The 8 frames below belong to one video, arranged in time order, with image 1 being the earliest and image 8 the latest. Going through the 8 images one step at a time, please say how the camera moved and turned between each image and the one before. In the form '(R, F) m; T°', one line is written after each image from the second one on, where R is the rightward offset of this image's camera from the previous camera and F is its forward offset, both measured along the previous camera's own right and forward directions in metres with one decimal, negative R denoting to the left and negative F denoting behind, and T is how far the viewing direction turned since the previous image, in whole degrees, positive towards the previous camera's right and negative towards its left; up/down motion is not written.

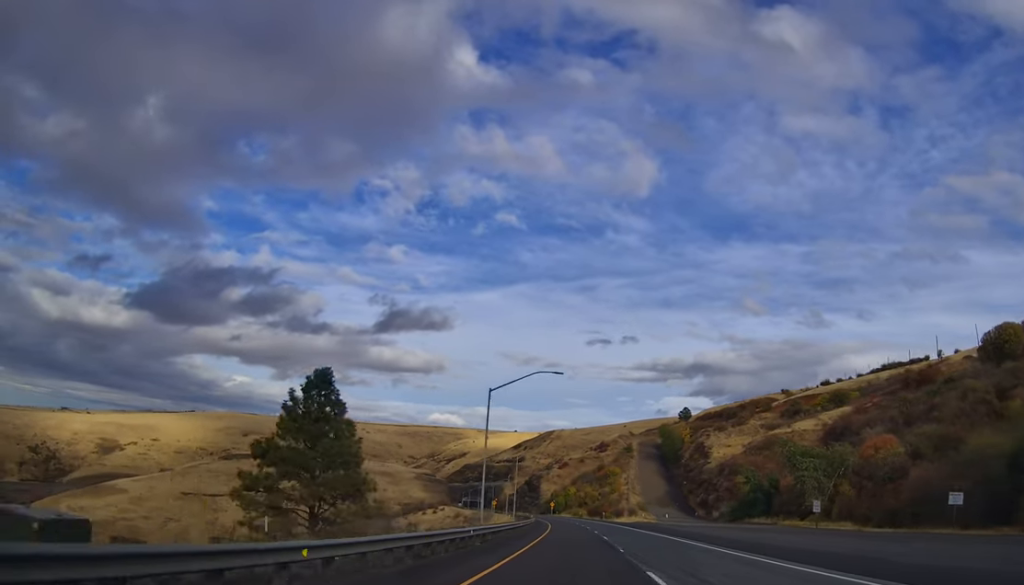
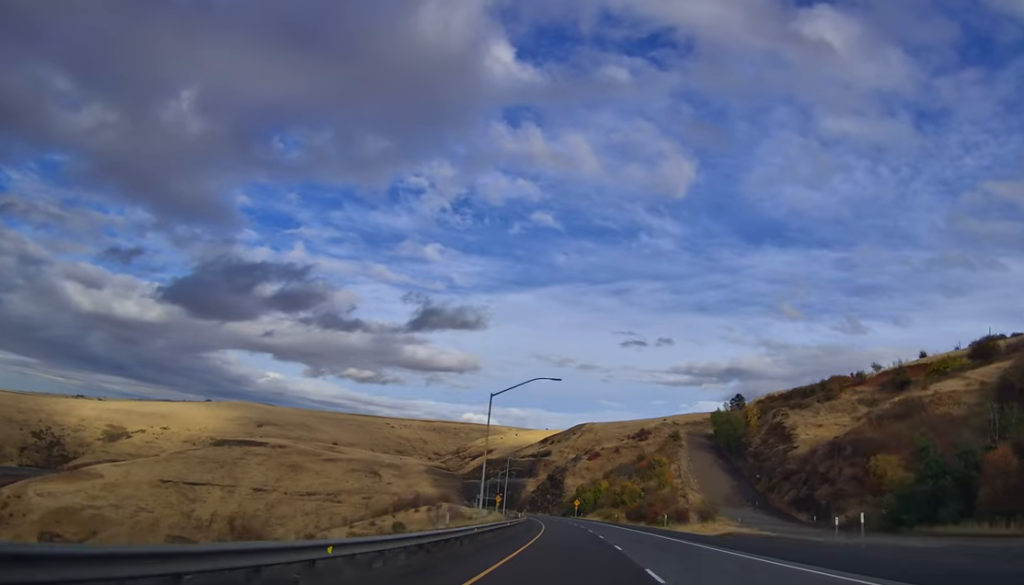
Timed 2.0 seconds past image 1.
(-0.1, +60.8) m; -2°
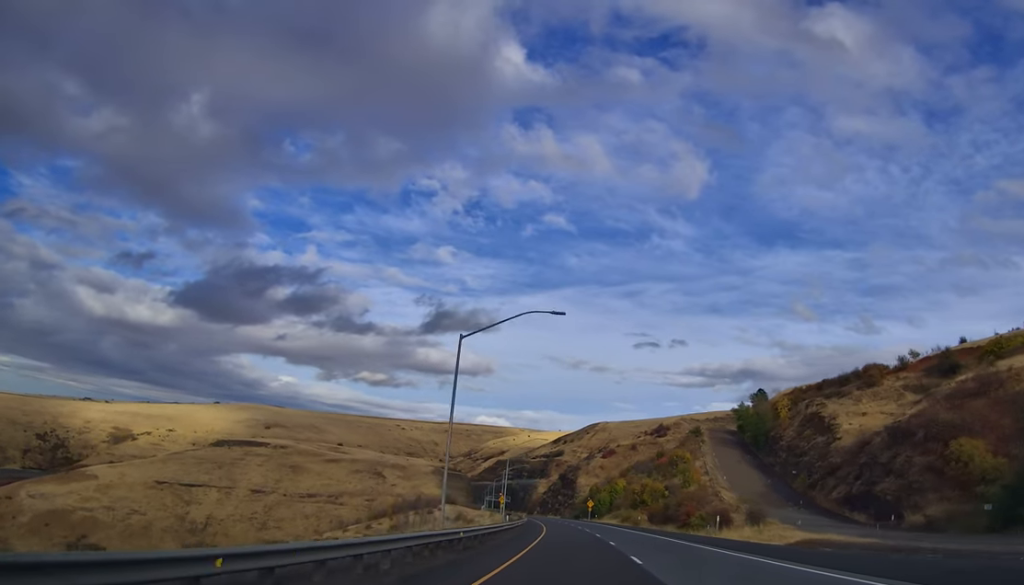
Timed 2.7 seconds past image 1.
(-0.7, +19.0) m; -2°
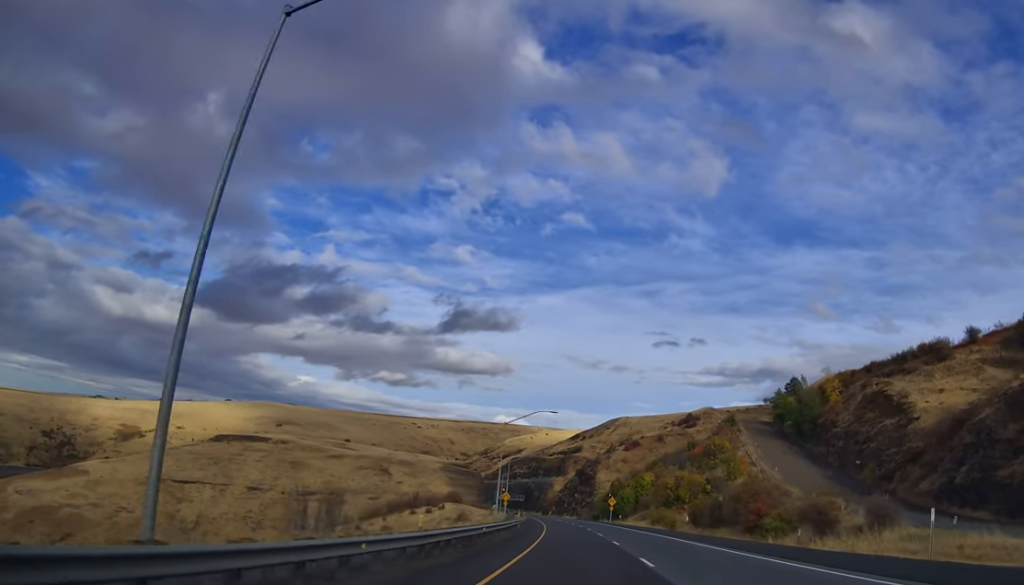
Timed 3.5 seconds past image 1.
(-0.6, +26.1) m; -1°
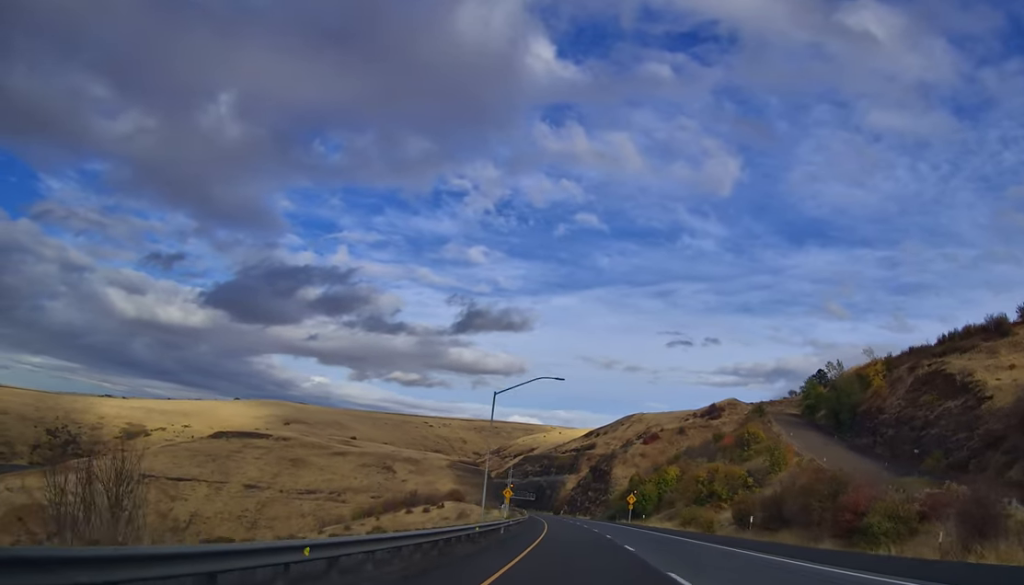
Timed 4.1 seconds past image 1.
(0.0, +18.2) m; 0°
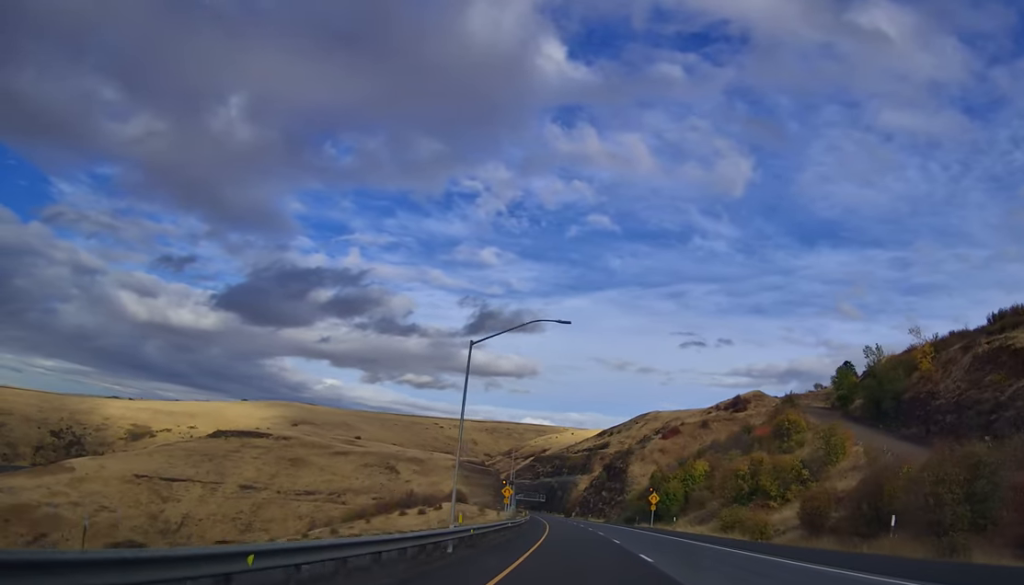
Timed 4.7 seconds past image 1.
(0.0, +17.1) m; 0°
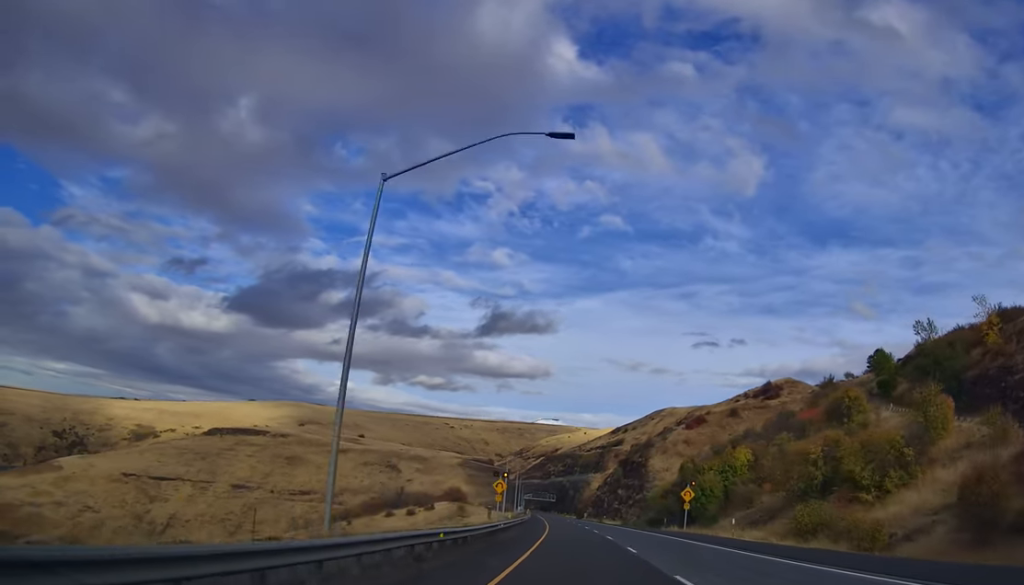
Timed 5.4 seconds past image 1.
(0.0, +20.2) m; -1°
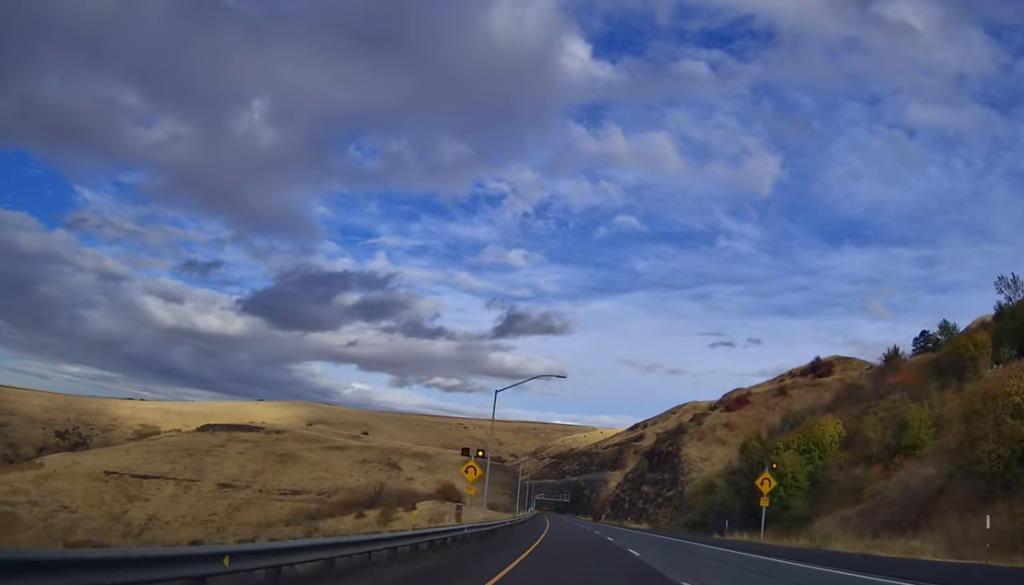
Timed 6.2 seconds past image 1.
(-0.1, +26.3) m; -3°
